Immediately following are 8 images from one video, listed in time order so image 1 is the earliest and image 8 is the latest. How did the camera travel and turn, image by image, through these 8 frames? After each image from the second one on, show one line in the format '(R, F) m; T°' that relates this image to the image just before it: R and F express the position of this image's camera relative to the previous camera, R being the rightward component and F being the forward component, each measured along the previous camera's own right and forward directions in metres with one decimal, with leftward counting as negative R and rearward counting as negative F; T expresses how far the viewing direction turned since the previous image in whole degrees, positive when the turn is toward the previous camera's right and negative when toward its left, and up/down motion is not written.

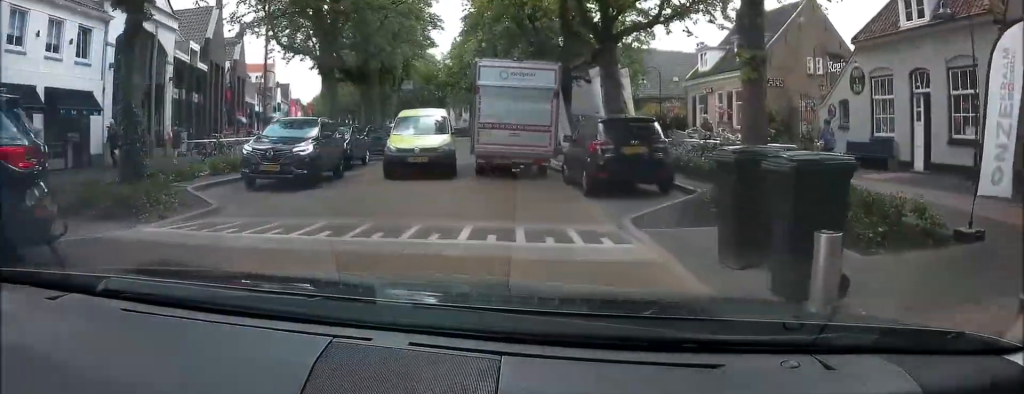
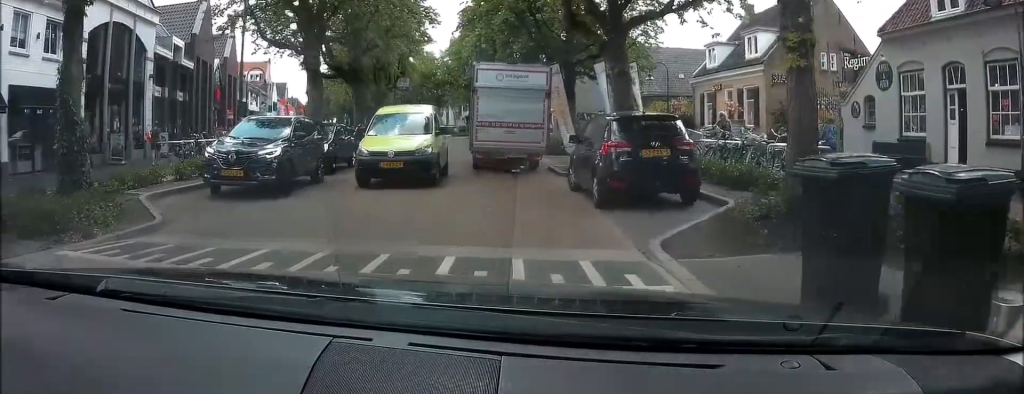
(0.0, +2.6) m; 0°
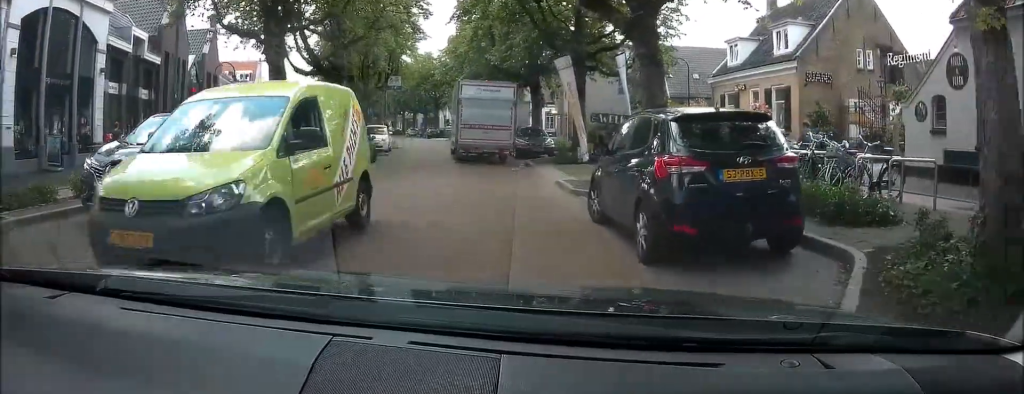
(0.0, +7.2) m; -3°
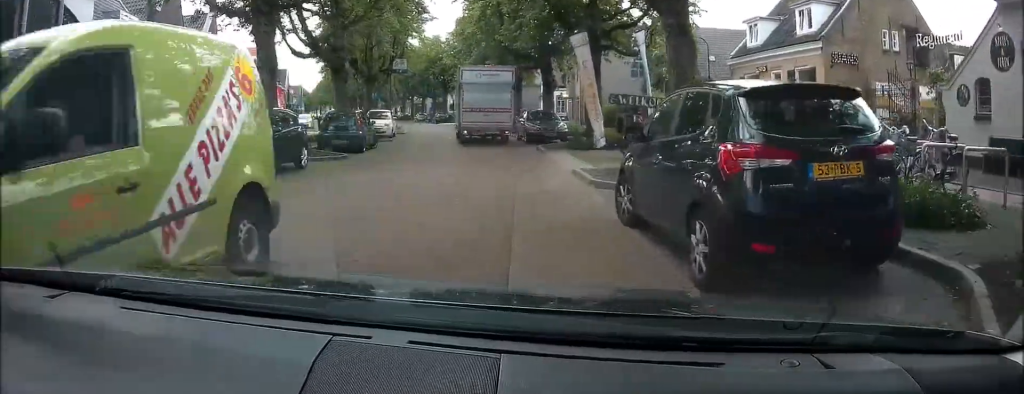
(+0.1, +2.2) m; -2°
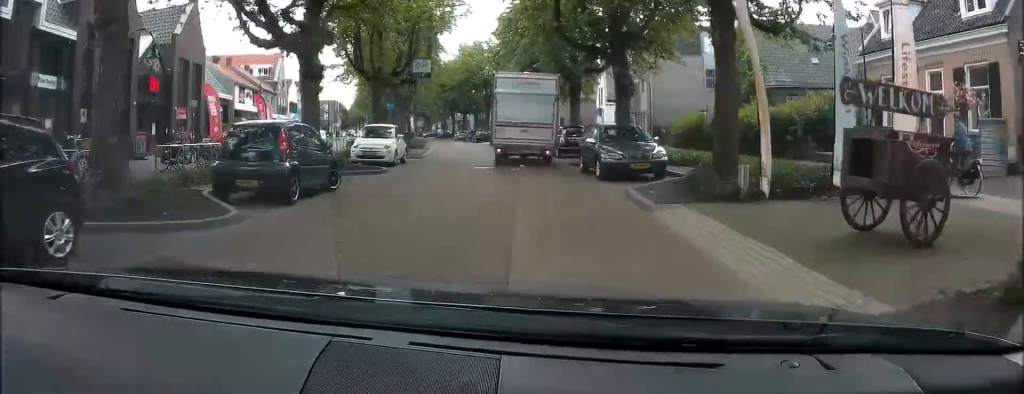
(-0.6, +8.5) m; -2°
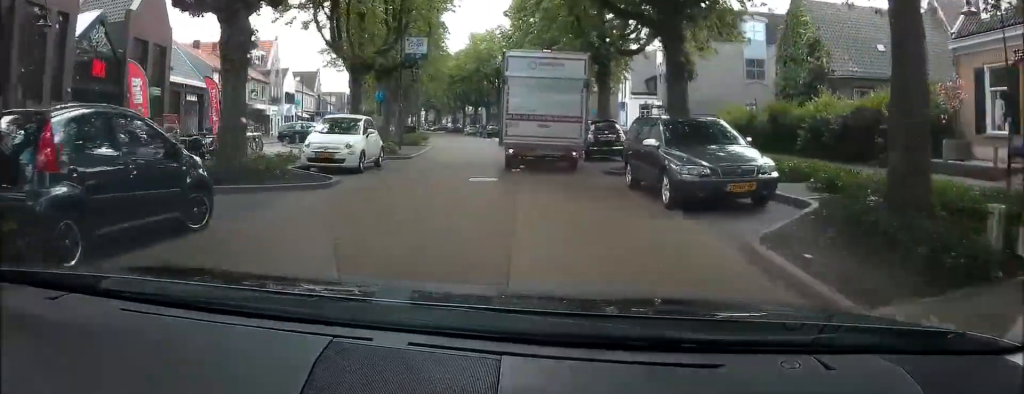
(+0.1, +5.0) m; -4°
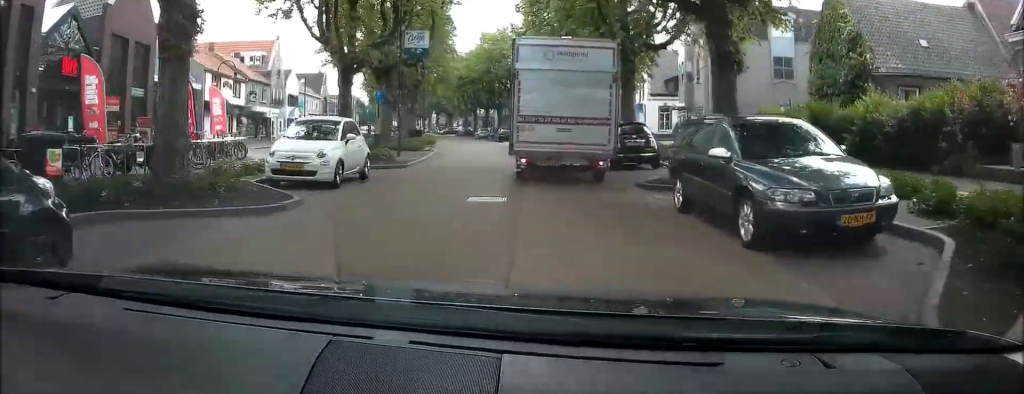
(+0.2, +2.7) m; -5°
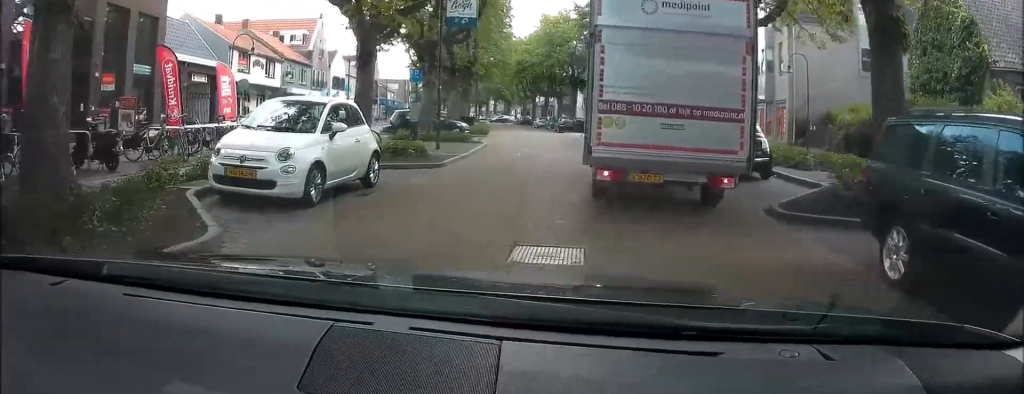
(-0.9, +4.4) m; -11°
